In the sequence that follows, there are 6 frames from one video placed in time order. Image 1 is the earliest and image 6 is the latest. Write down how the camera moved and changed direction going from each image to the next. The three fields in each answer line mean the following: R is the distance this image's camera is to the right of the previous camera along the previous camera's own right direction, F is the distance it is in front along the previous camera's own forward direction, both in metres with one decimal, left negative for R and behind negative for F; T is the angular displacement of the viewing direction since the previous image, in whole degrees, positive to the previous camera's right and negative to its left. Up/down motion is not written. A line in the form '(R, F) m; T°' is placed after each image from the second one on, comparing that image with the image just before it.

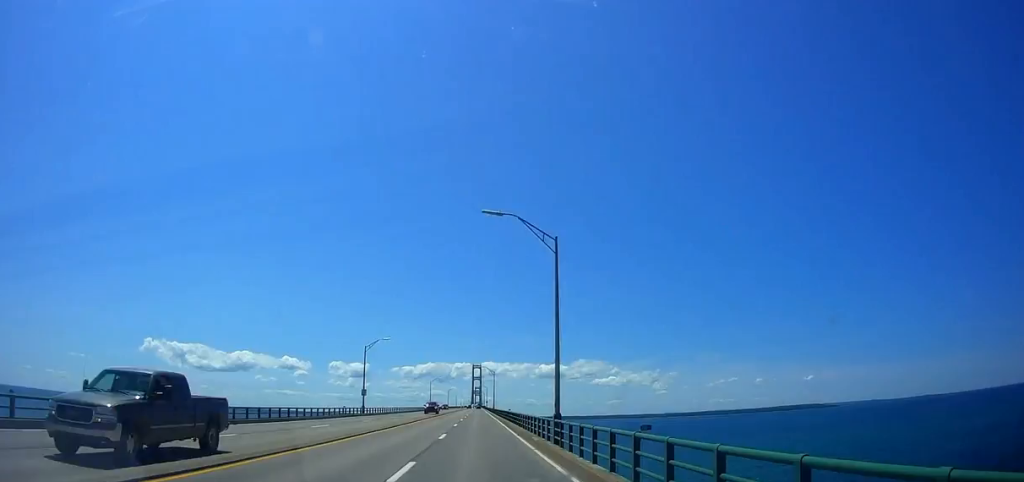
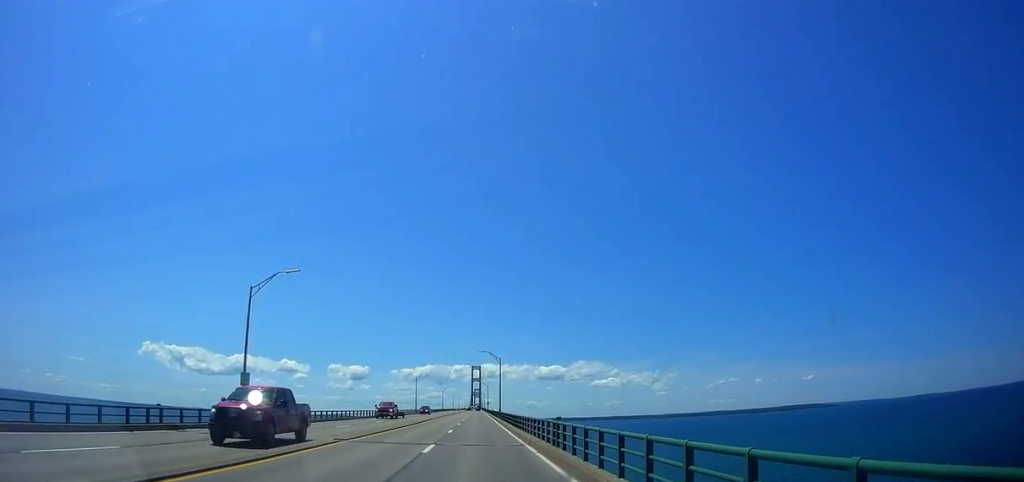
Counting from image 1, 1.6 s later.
(-1.3, +37.6) m; -3°
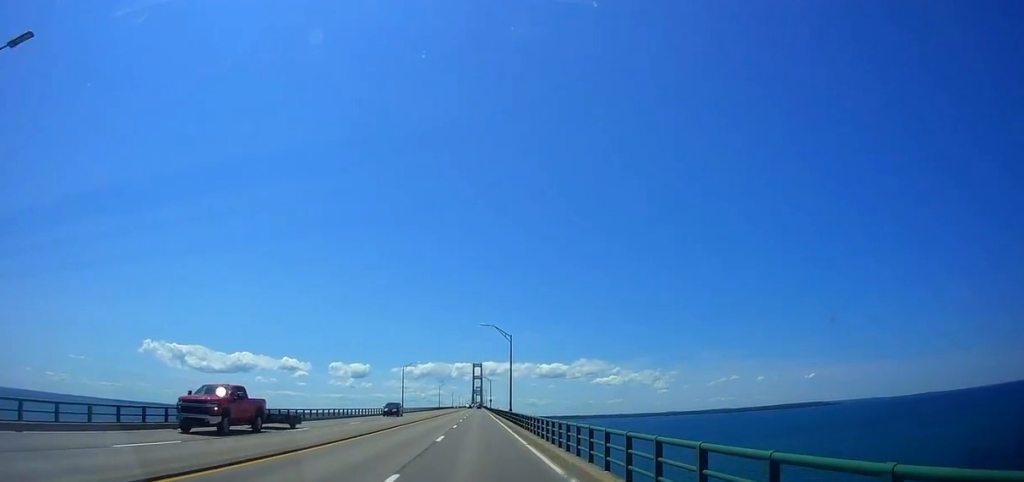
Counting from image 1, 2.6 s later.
(-0.1, +25.7) m; +1°
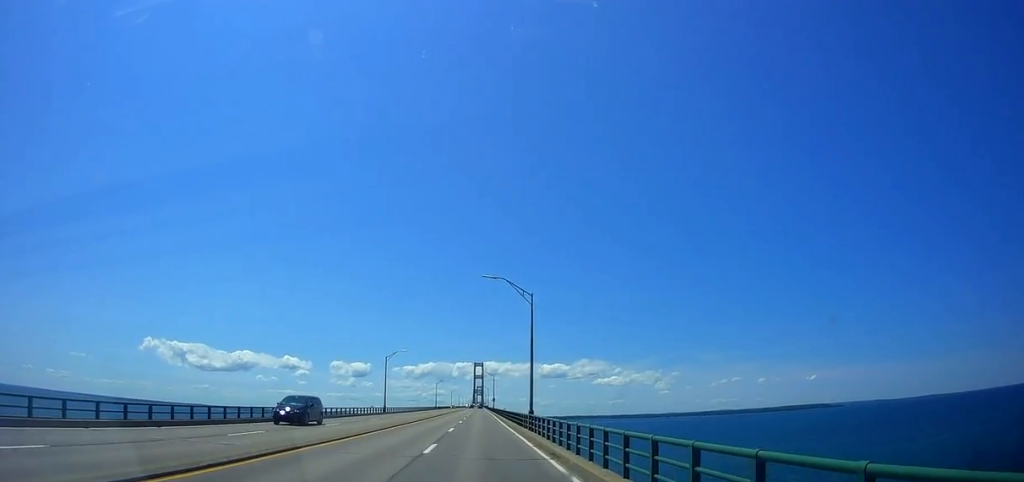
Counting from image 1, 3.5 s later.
(+0.3, +21.7) m; +1°
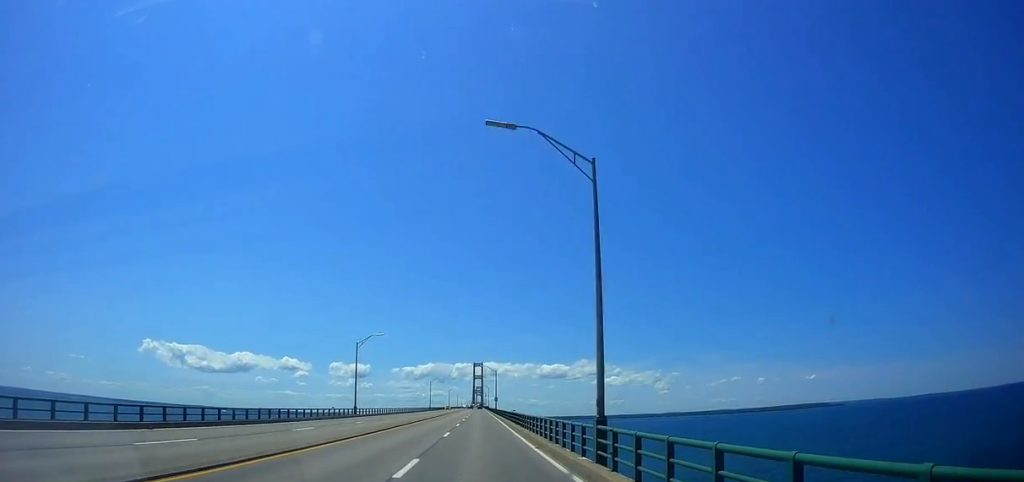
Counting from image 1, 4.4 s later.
(0.0, +20.9) m; 0°
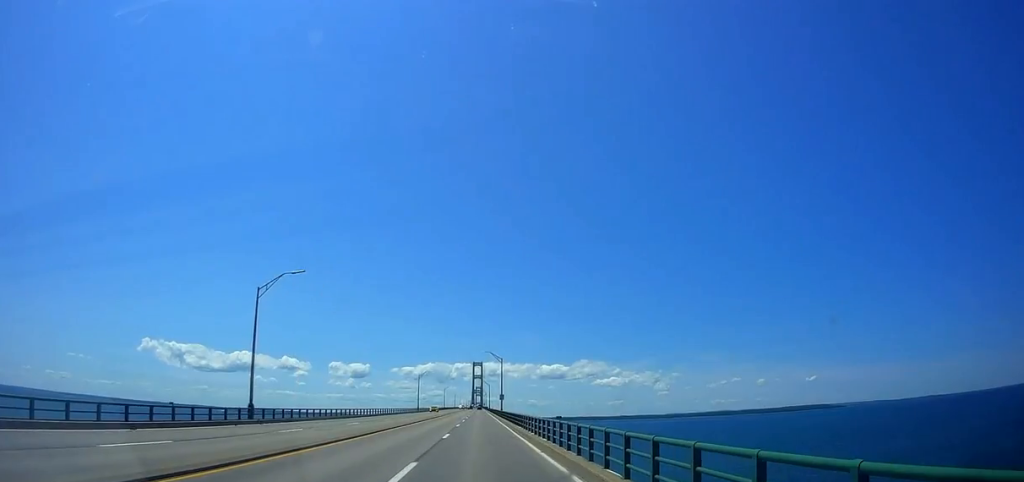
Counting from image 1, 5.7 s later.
(0.0, +31.5) m; 0°
